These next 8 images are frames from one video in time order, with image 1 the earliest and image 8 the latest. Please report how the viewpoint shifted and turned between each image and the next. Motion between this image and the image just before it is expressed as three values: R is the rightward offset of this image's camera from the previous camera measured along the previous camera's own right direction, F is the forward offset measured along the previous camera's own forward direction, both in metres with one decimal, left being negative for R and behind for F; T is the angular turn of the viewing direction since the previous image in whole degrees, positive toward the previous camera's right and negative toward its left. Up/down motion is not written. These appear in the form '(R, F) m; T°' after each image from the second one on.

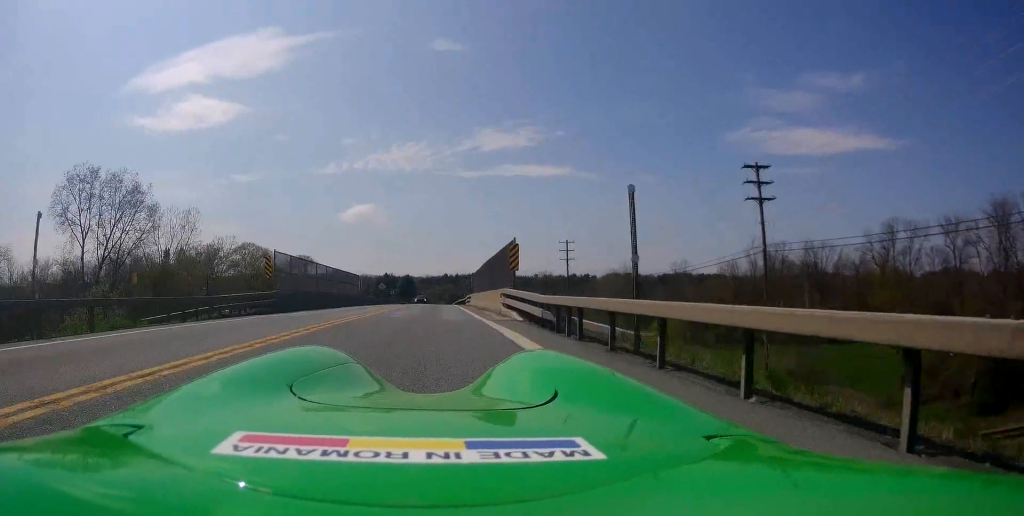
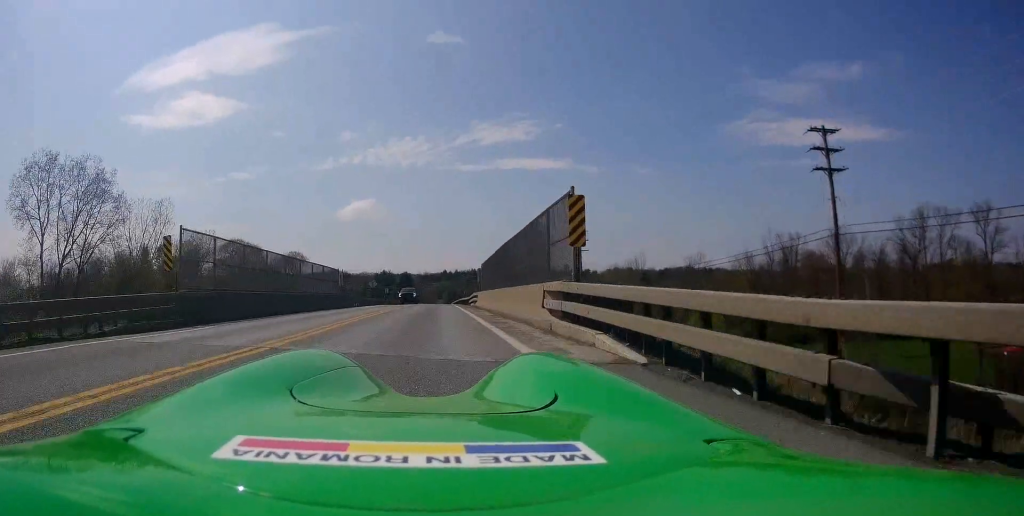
(0.0, +9.4) m; +1°
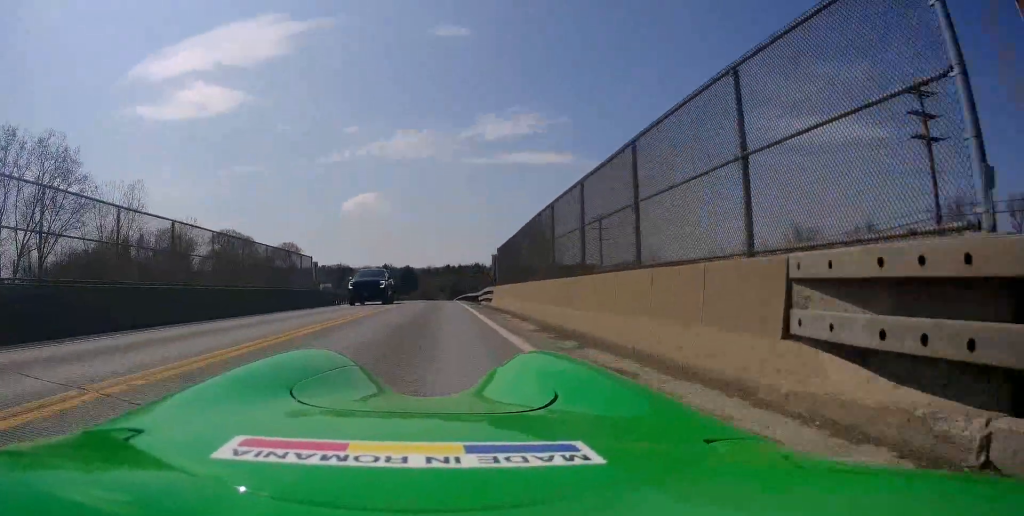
(+0.1, +8.9) m; +1°
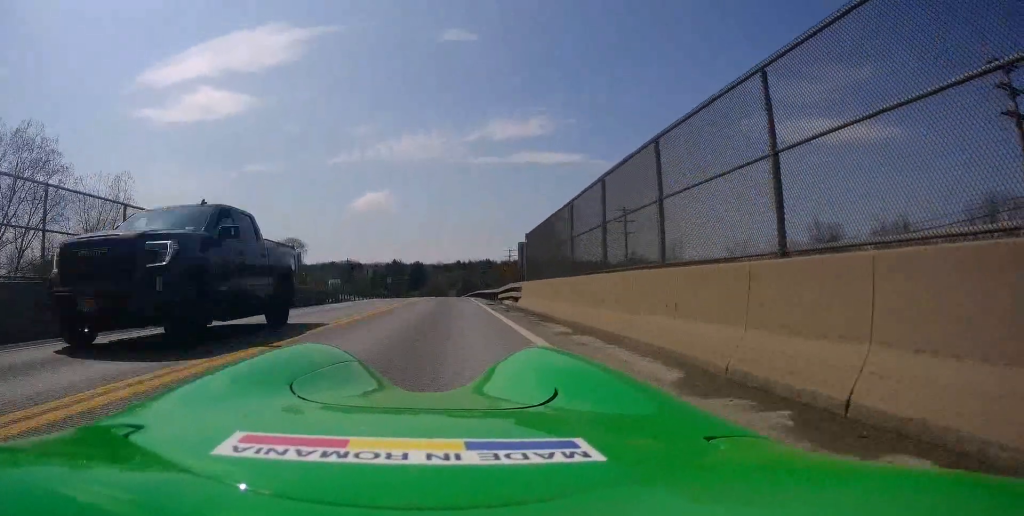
(0.0, +6.3) m; 0°
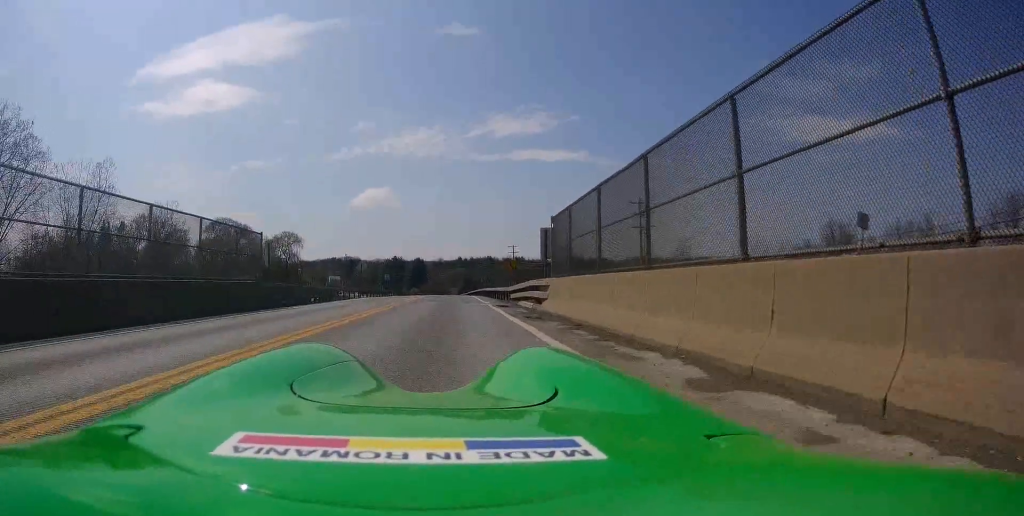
(-0.1, +4.6) m; +2°
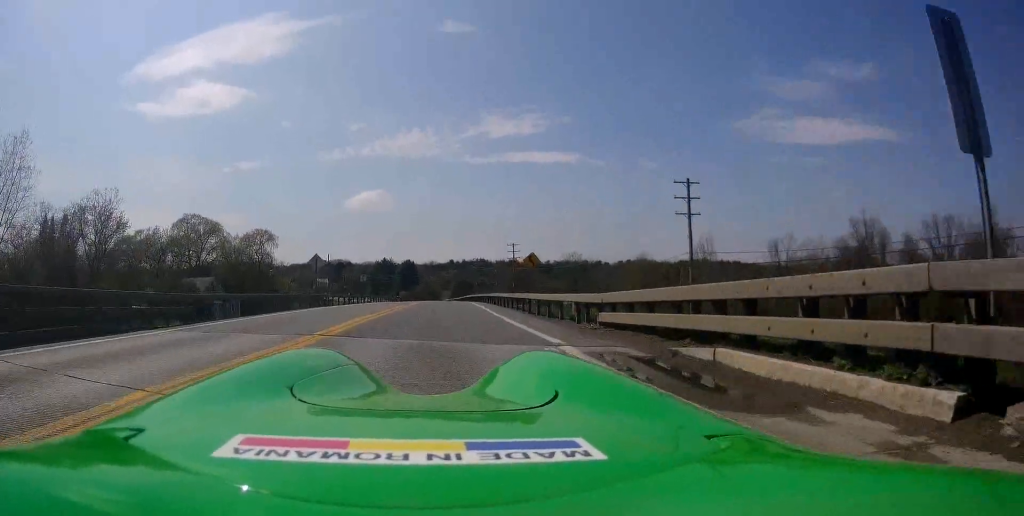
(+0.6, +14.8) m; +2°
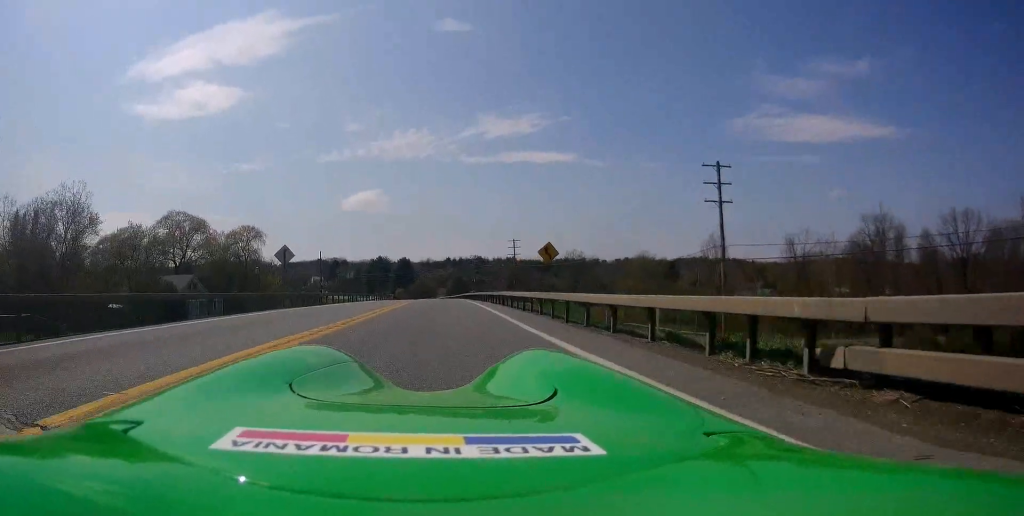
(-0.1, +6.3) m; -1°
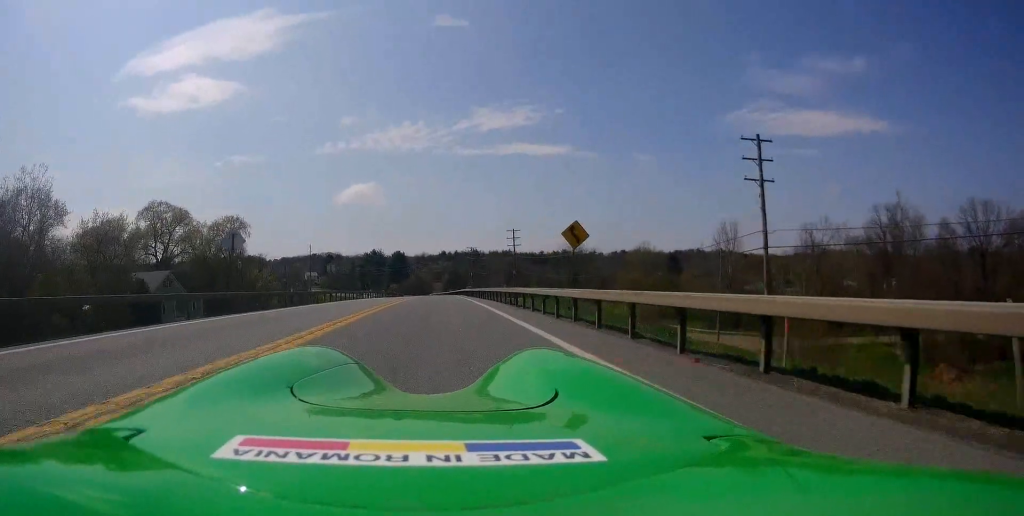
(+0.3, +6.6) m; -3°
